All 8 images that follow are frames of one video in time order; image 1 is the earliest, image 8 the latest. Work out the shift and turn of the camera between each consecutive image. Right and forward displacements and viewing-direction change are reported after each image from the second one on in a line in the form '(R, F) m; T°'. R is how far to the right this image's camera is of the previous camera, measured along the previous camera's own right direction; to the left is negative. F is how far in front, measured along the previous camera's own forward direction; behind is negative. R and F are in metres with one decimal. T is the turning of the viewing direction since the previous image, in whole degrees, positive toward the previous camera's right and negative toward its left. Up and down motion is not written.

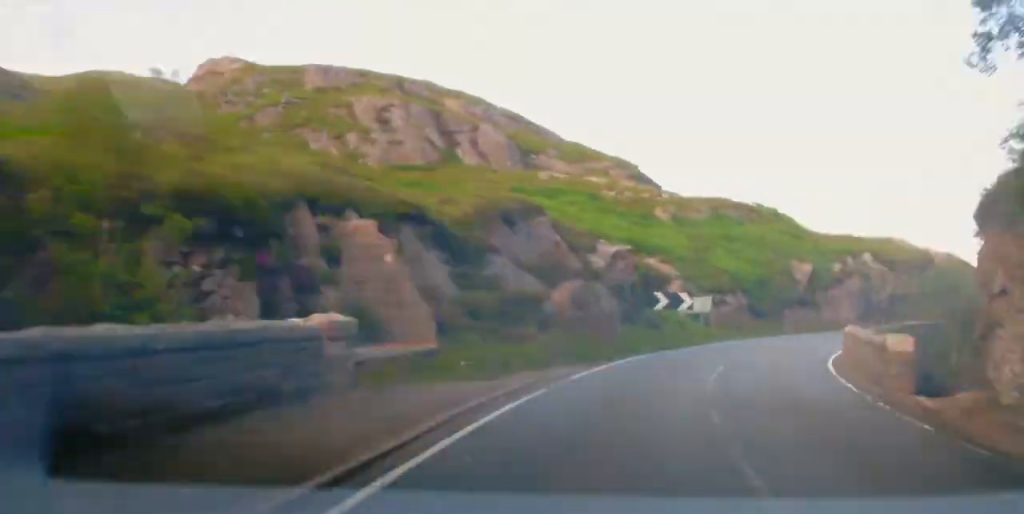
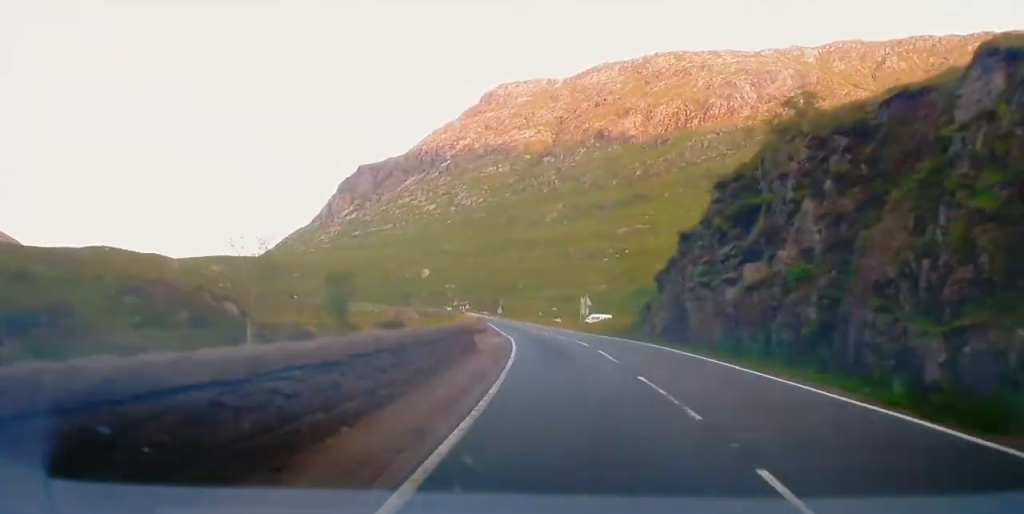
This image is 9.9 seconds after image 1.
(+62.5, +130.2) m; +25°
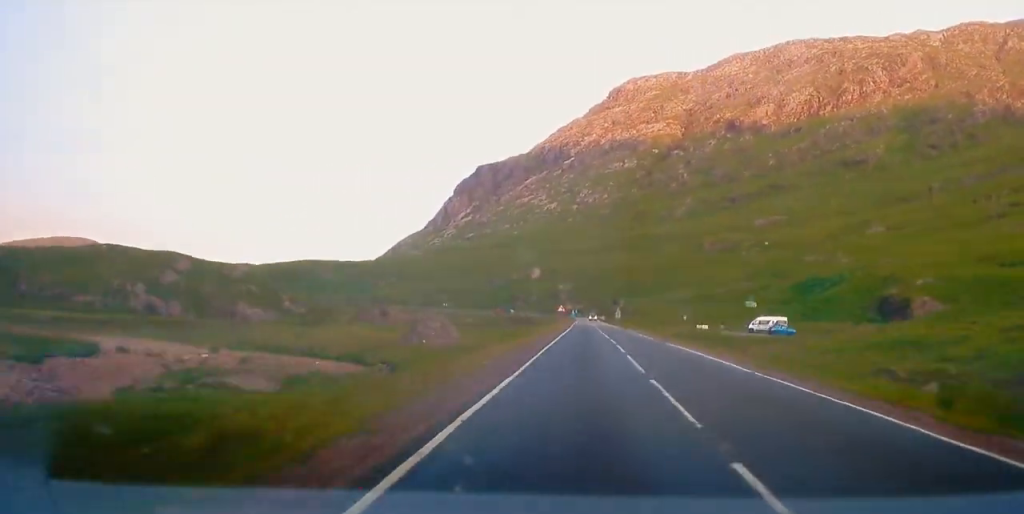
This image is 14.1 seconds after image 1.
(-0.3, +64.3) m; 0°
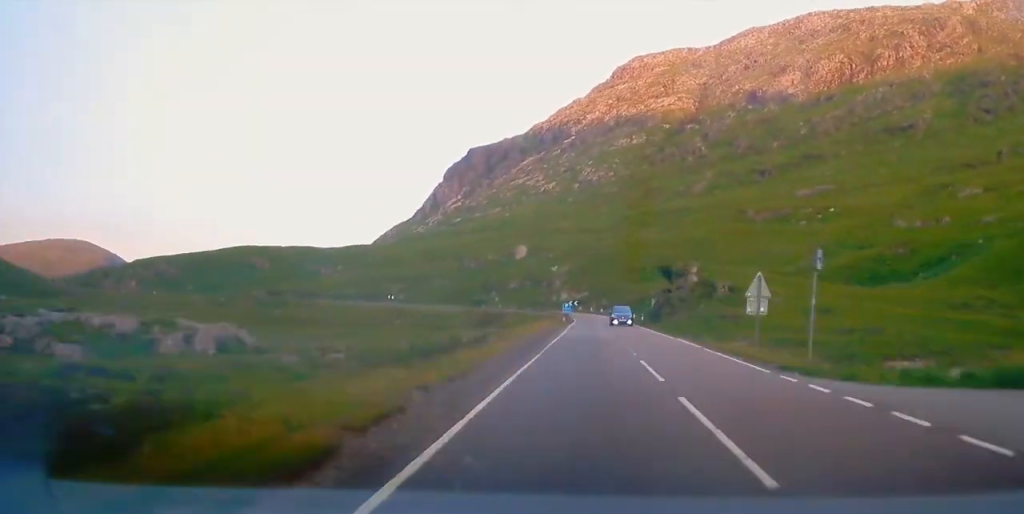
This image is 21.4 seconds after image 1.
(-0.6, +111.5) m; -6°
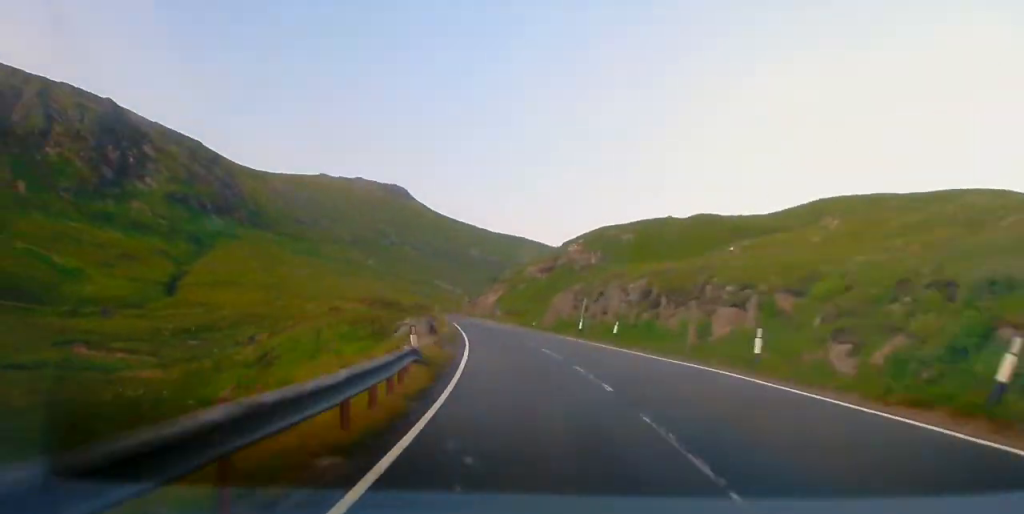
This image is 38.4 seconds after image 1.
(-106.9, +231.3) m; -52°
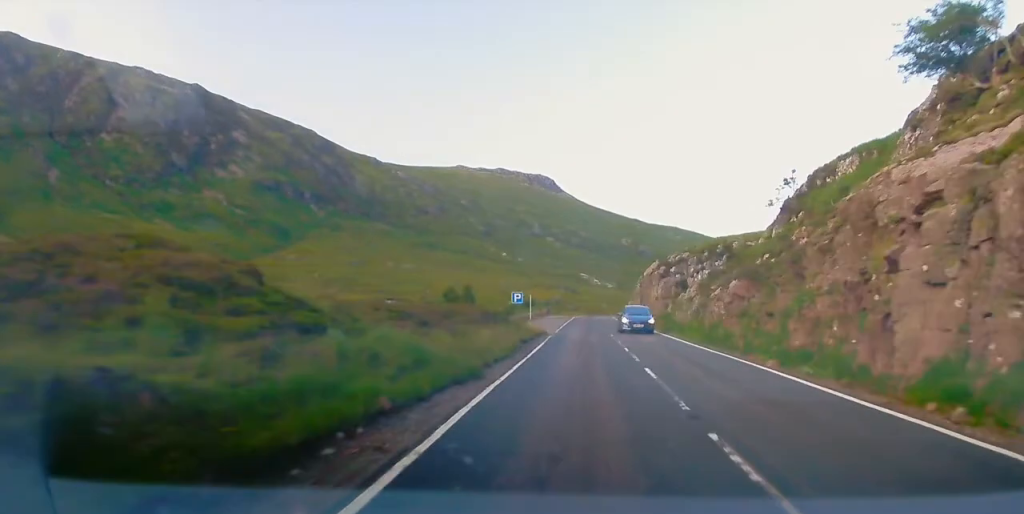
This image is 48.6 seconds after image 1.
(-20.2, +169.3) m; -6°
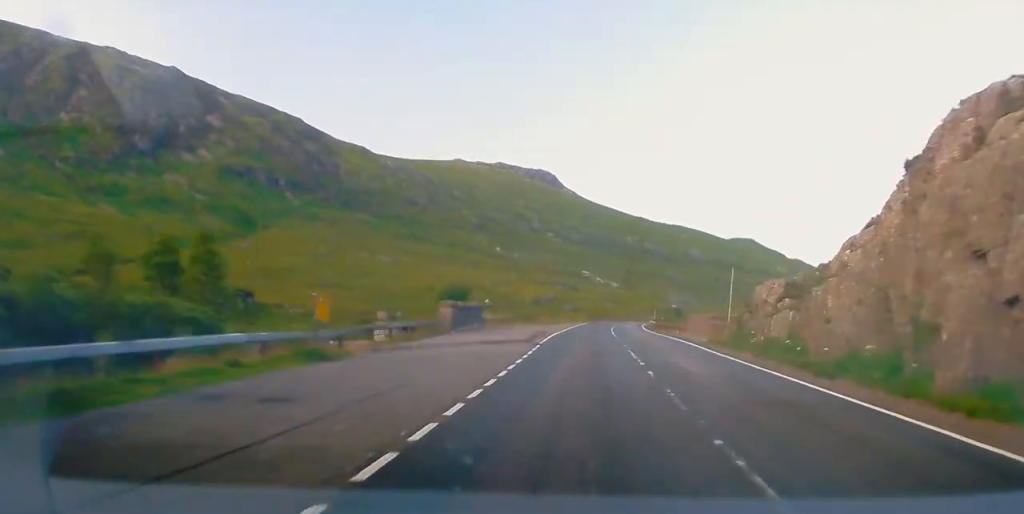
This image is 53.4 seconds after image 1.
(-1.2, +81.6) m; +4°
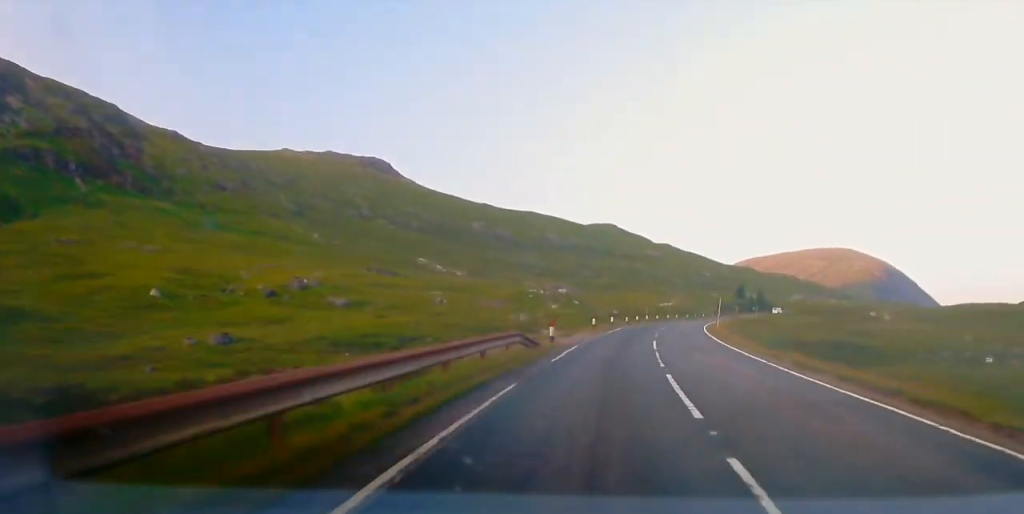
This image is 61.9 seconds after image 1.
(+12.9, +144.5) m; +14°
